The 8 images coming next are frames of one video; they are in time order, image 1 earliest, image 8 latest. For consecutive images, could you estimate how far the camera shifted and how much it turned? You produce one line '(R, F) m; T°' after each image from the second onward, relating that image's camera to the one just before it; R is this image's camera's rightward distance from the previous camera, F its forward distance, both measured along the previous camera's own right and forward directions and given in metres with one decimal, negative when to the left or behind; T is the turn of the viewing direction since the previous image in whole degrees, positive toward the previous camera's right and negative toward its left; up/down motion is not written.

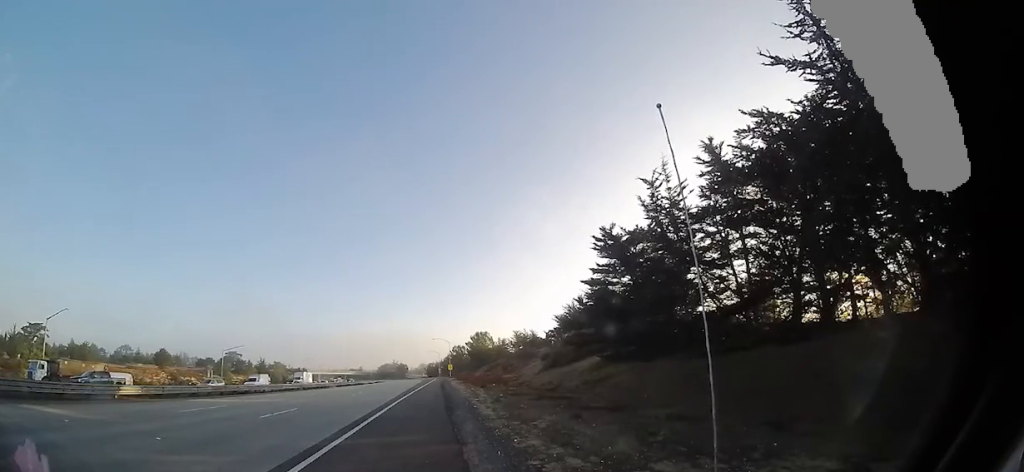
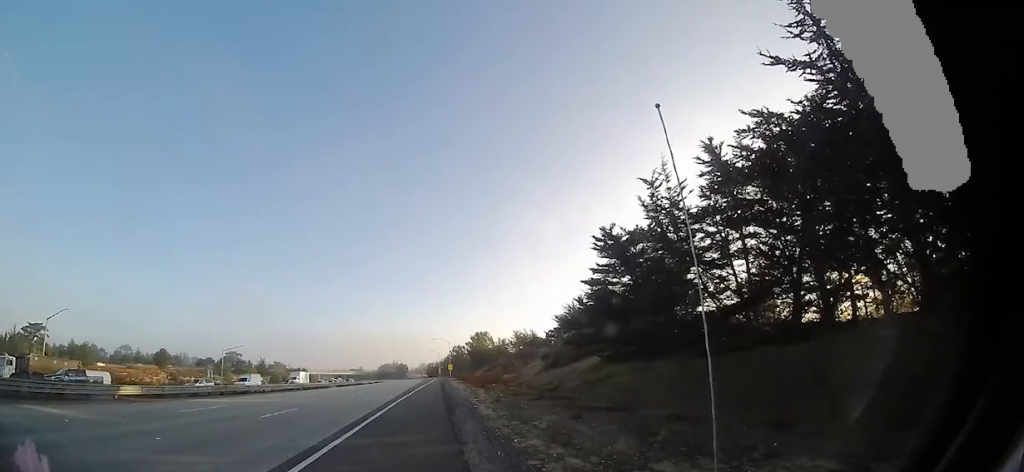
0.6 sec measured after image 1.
(0.0, 0.0) m; 0°
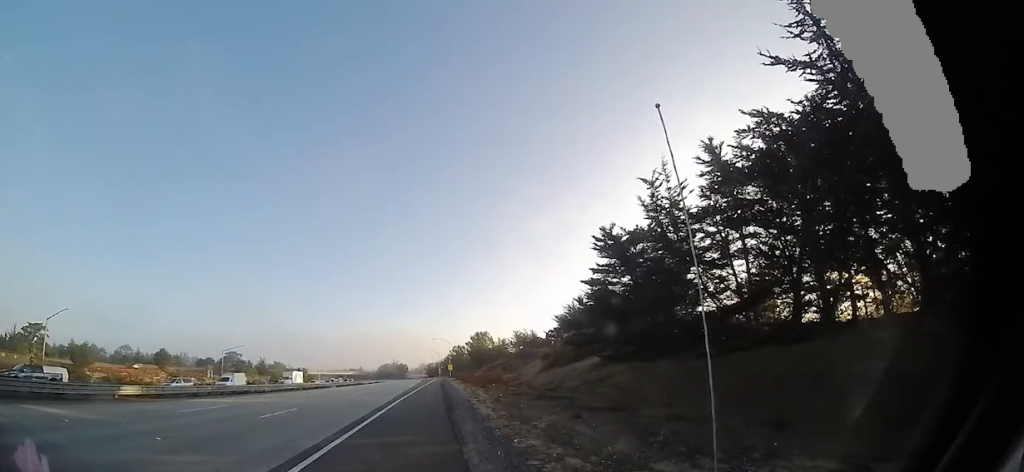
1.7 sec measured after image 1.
(0.0, 0.0) m; 0°
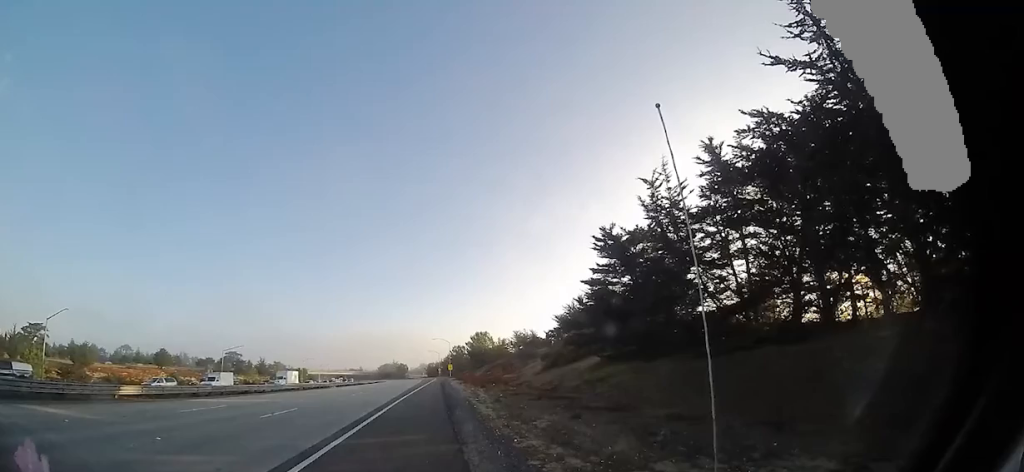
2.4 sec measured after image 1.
(0.0, 0.0) m; 0°
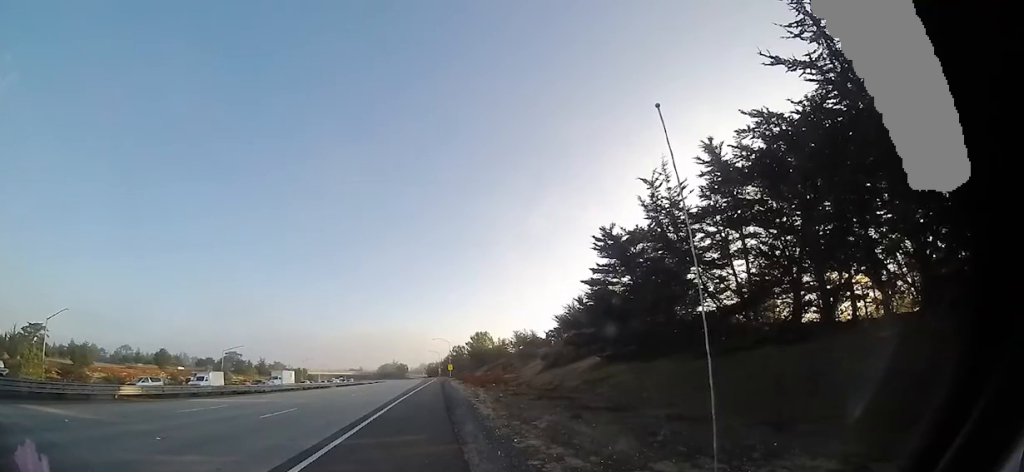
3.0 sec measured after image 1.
(0.0, 0.0) m; 0°
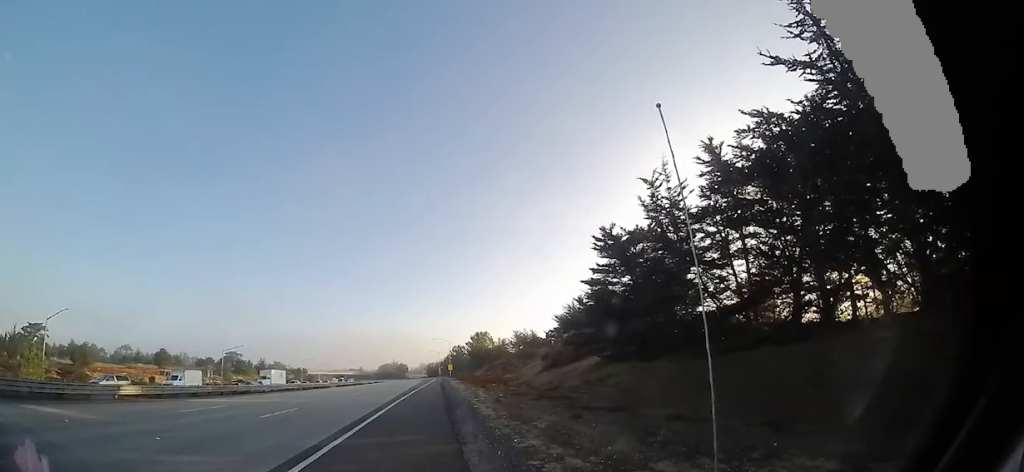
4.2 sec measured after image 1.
(0.0, 0.0) m; 0°
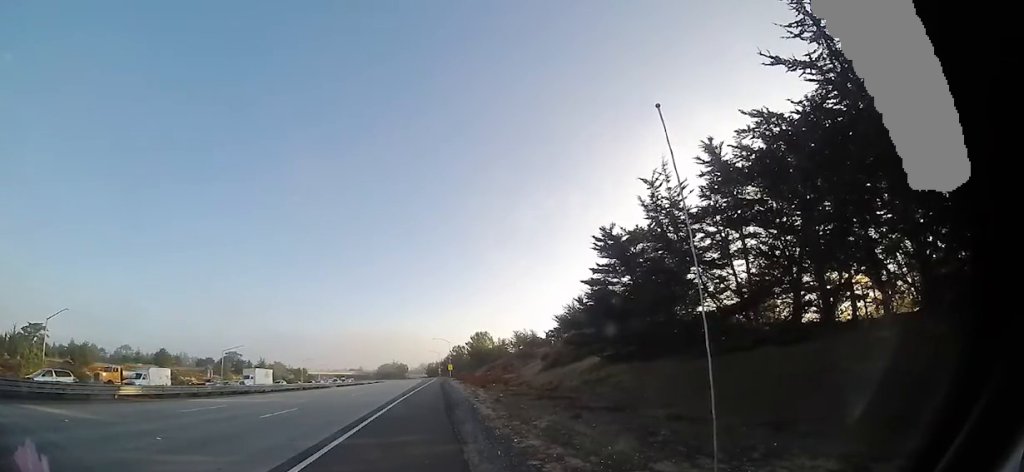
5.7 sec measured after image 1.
(0.0, 0.0) m; 0°
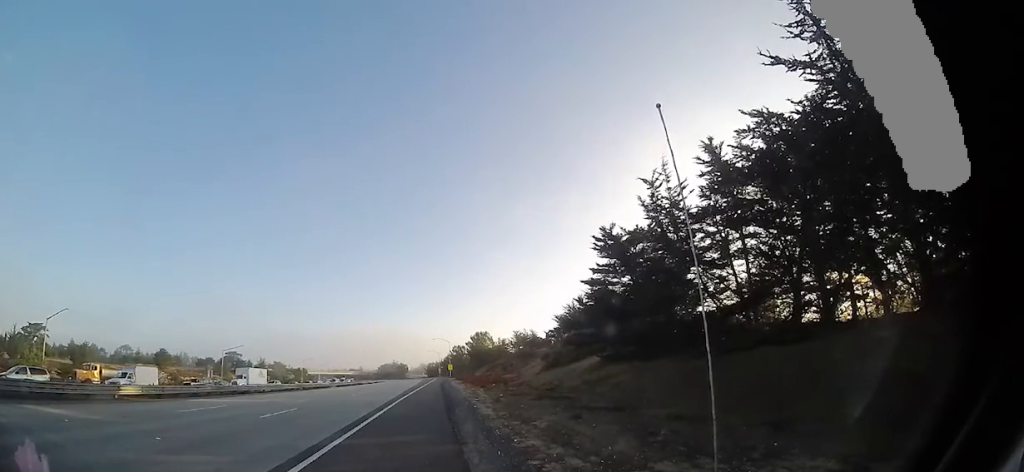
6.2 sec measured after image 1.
(0.0, 0.0) m; 0°
